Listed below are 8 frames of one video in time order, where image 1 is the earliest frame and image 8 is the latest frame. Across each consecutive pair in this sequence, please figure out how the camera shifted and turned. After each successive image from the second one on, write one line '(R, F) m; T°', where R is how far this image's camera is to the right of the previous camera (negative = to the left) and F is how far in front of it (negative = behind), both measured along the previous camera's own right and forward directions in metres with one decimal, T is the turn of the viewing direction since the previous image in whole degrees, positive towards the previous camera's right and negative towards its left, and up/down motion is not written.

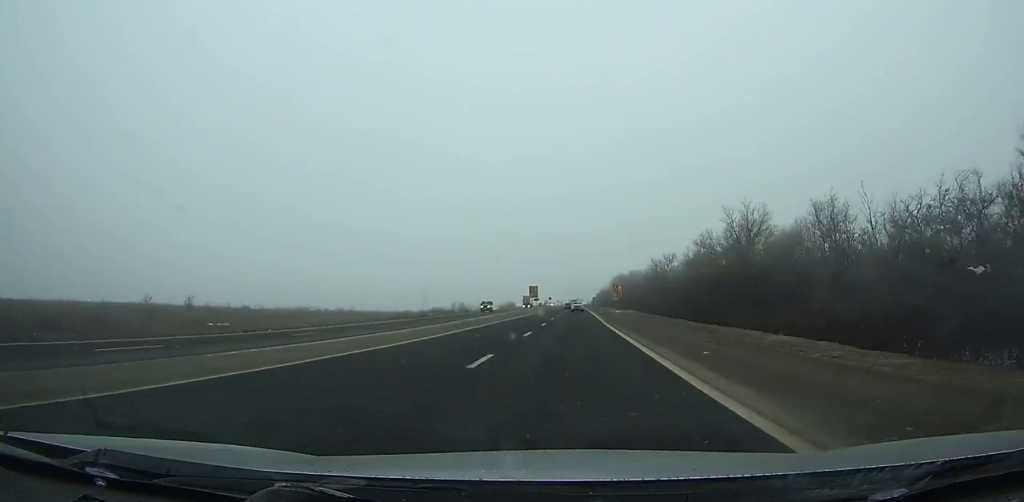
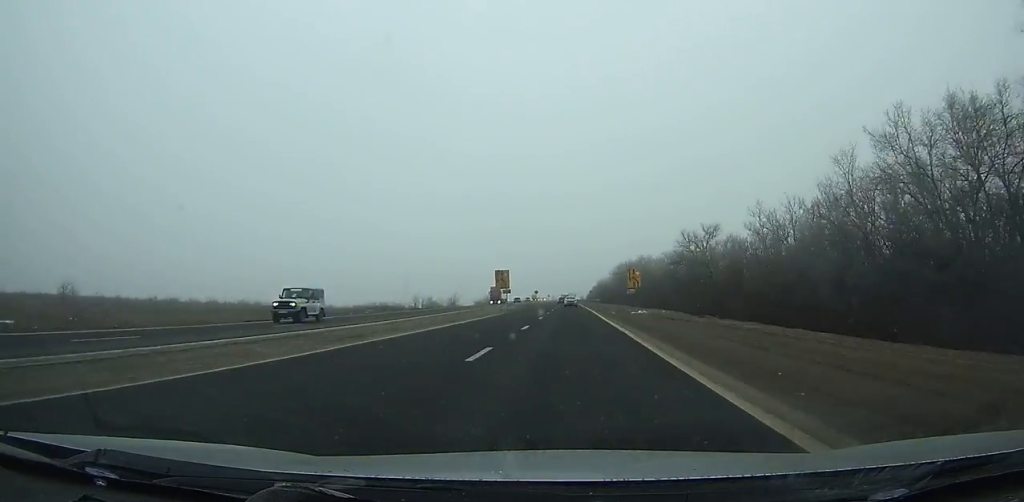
(+0.1, +36.1) m; 0°
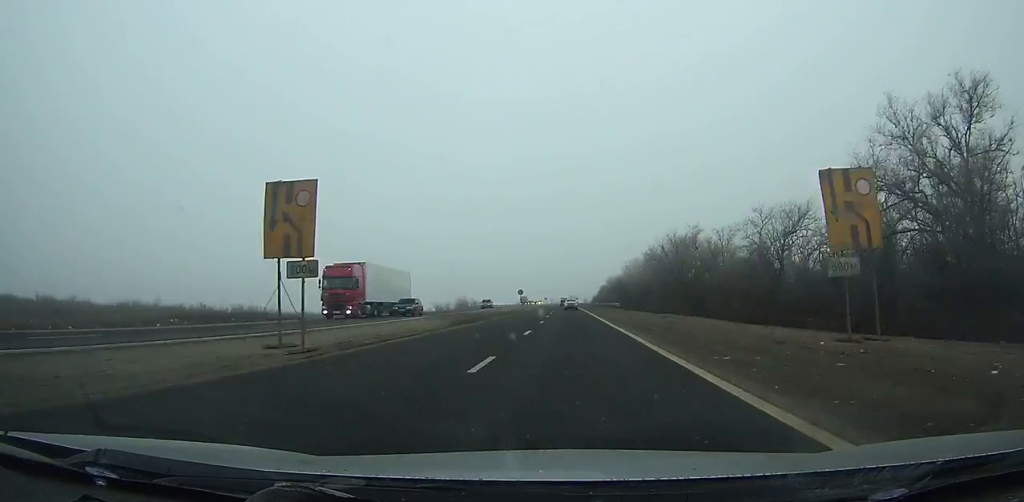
(0.0, +49.1) m; 0°
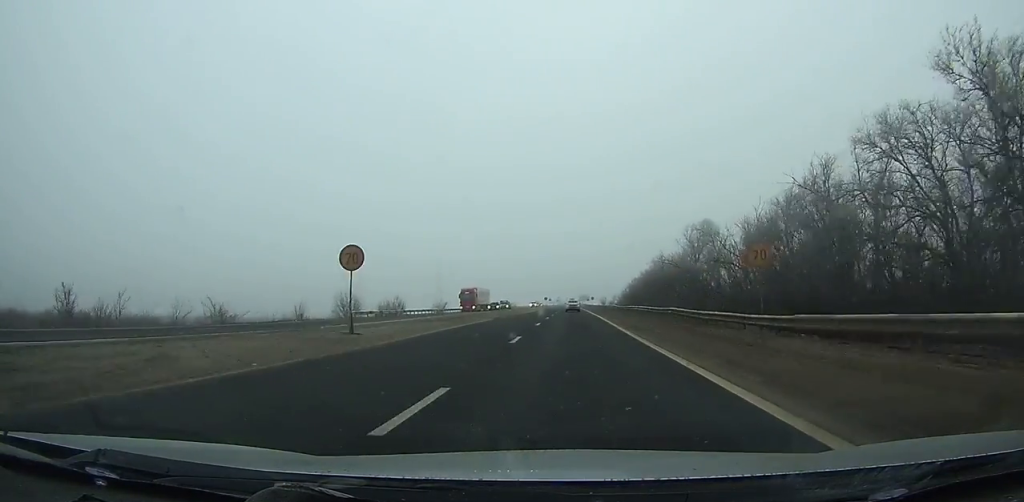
(0.0, +77.4) m; 0°
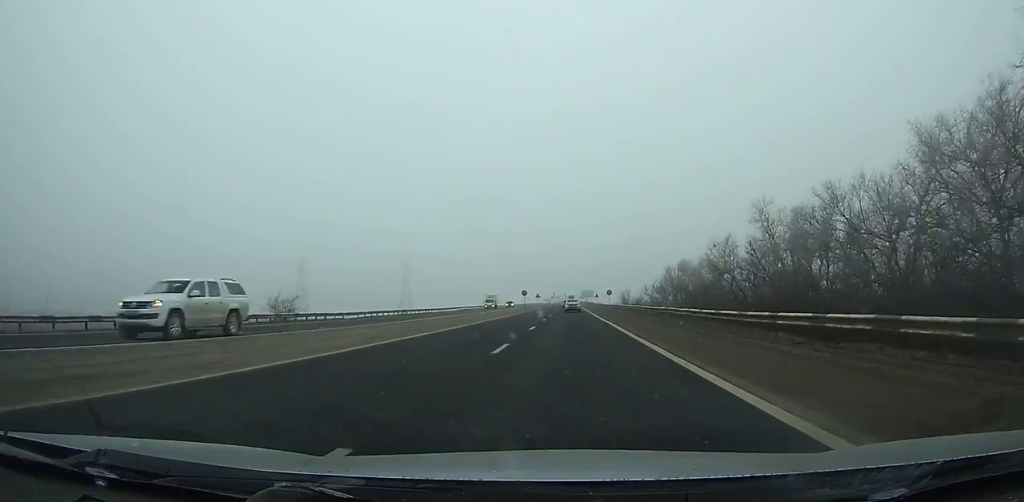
(-0.2, +73.9) m; 0°
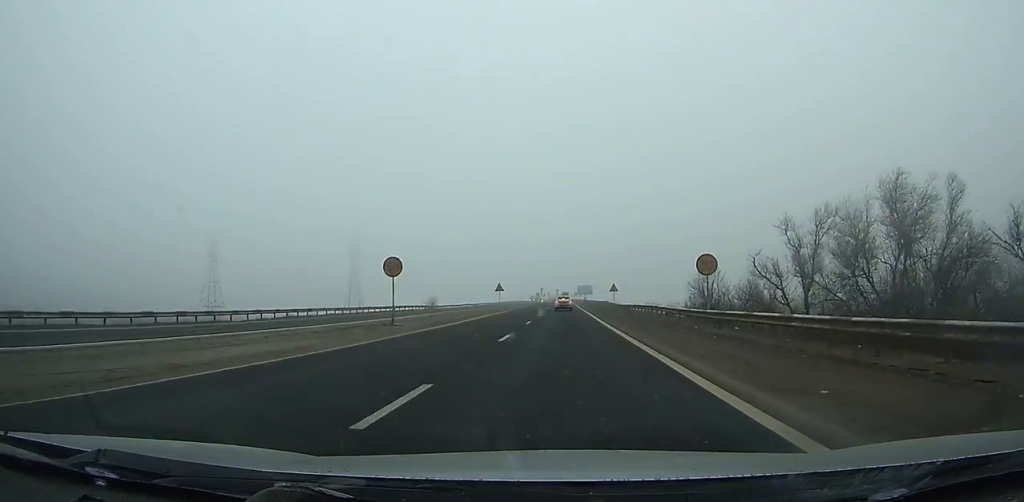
(+0.2, +64.4) m; 0°
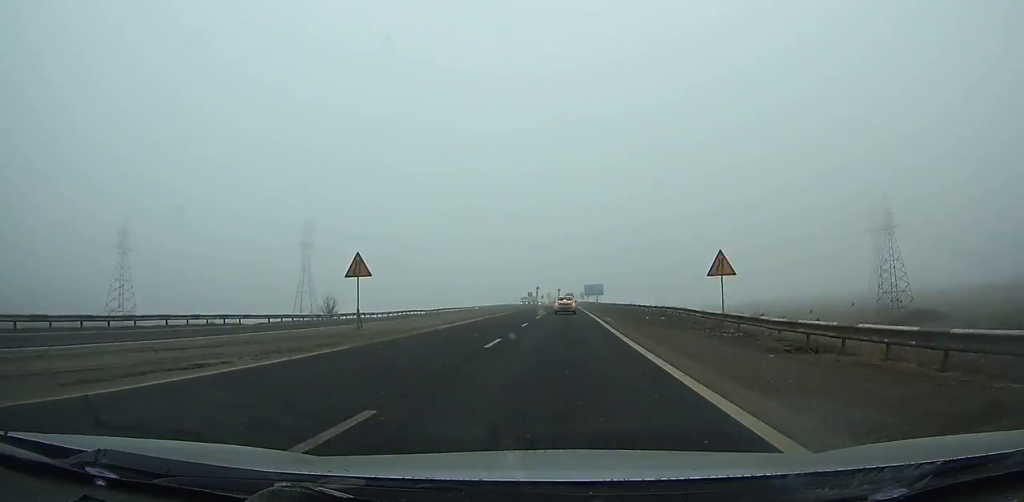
(-0.1, +45.6) m; 0°
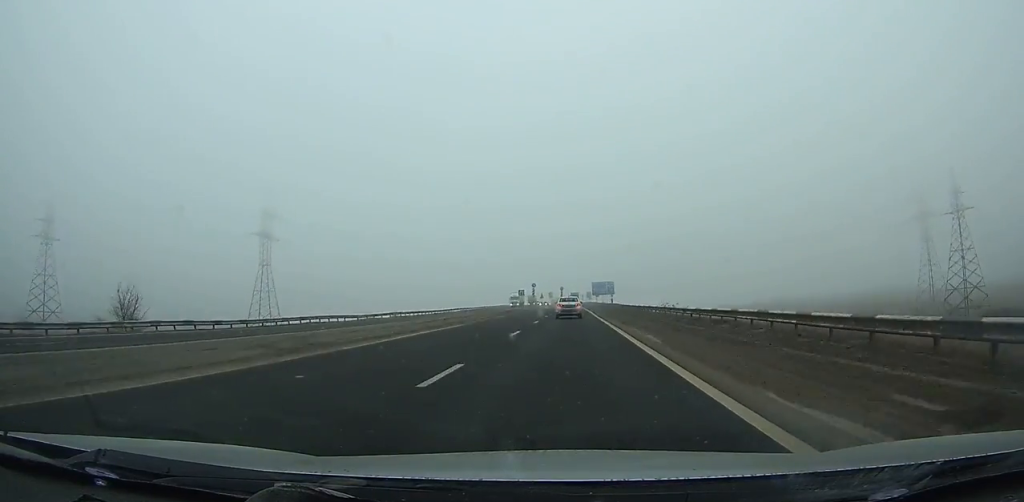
(-0.1, +28.0) m; 0°
